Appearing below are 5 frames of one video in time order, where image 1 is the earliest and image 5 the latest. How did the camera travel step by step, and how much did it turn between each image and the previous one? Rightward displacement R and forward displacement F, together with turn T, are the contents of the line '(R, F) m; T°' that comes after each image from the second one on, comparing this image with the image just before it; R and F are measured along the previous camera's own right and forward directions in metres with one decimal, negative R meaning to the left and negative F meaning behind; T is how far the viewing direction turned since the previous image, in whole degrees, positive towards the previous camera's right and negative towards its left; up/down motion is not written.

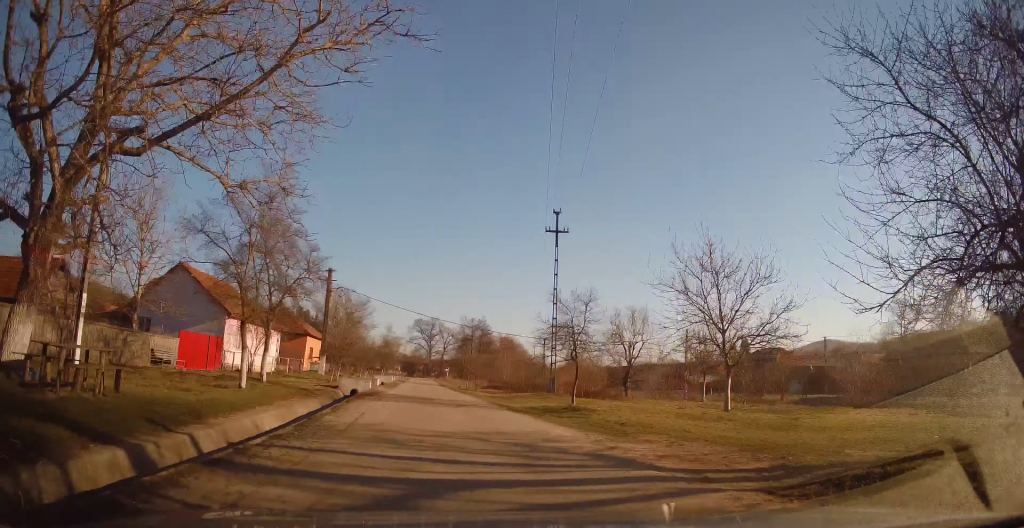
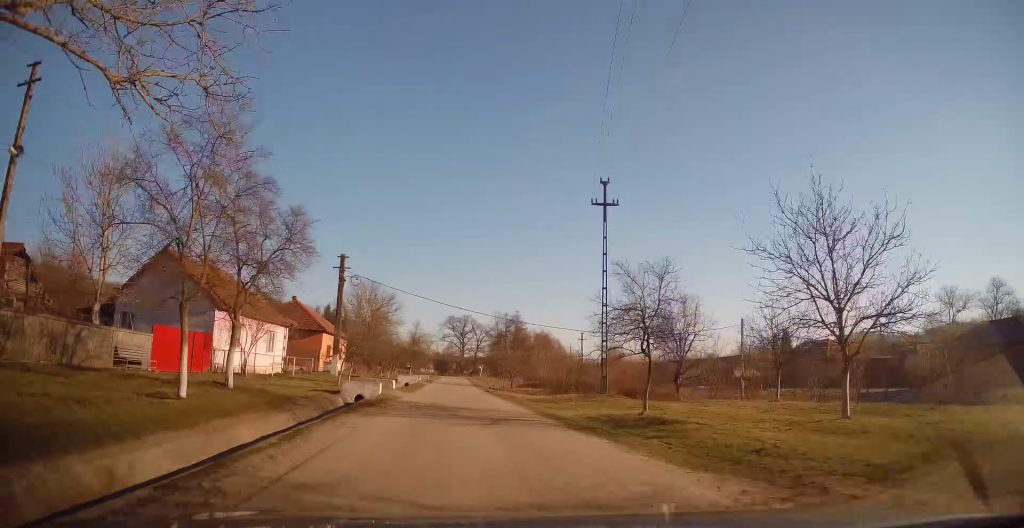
(-0.5, +5.5) m; -4°
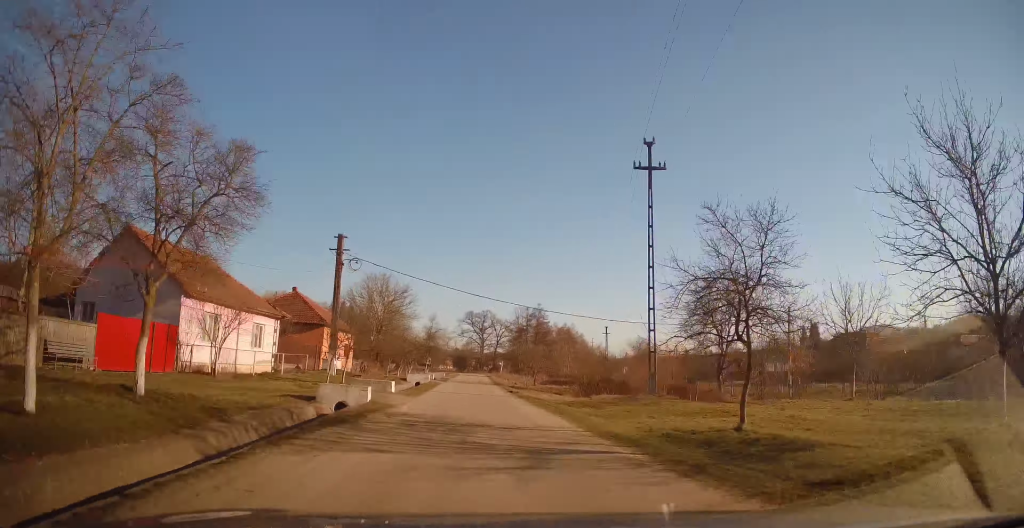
(-0.2, +5.2) m; -3°
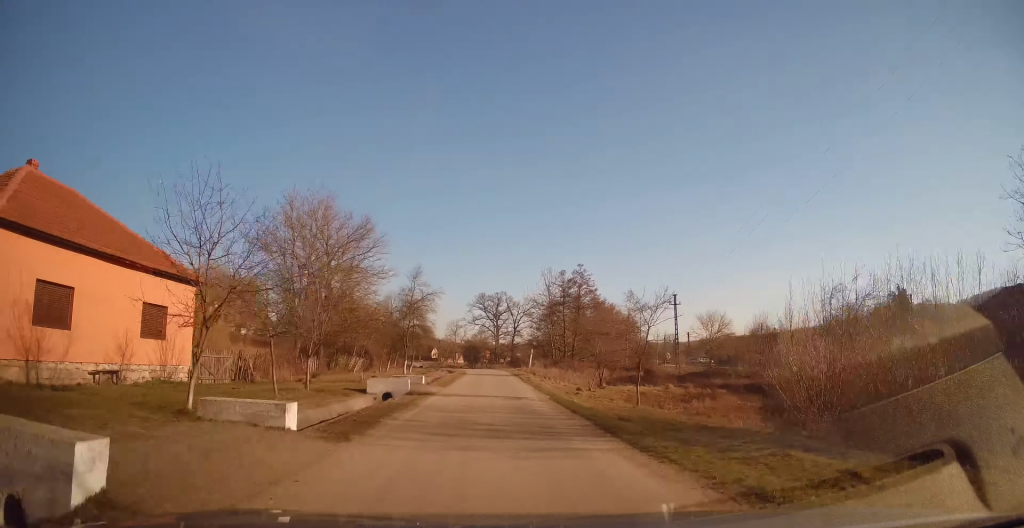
(-1.4, +33.3) m; -2°
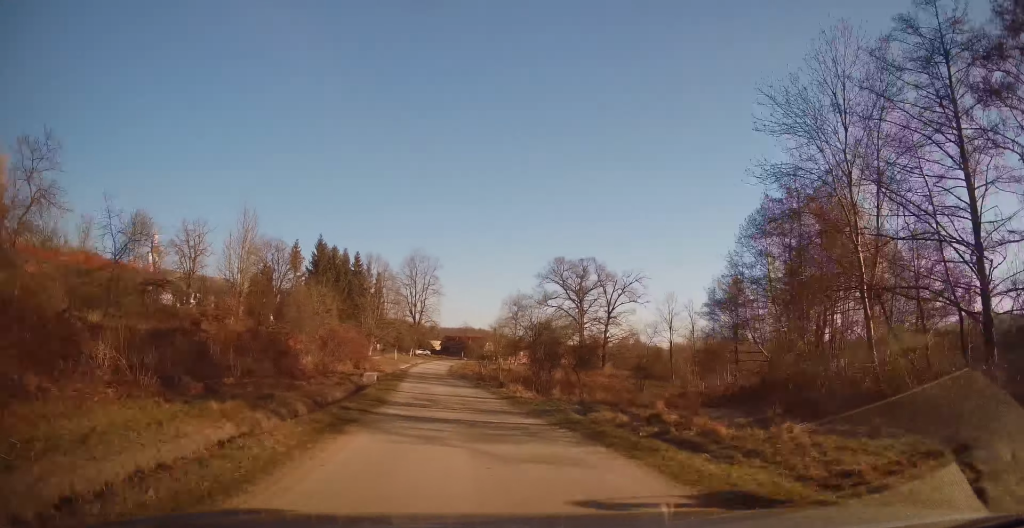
(-0.6, +63.4) m; -5°
